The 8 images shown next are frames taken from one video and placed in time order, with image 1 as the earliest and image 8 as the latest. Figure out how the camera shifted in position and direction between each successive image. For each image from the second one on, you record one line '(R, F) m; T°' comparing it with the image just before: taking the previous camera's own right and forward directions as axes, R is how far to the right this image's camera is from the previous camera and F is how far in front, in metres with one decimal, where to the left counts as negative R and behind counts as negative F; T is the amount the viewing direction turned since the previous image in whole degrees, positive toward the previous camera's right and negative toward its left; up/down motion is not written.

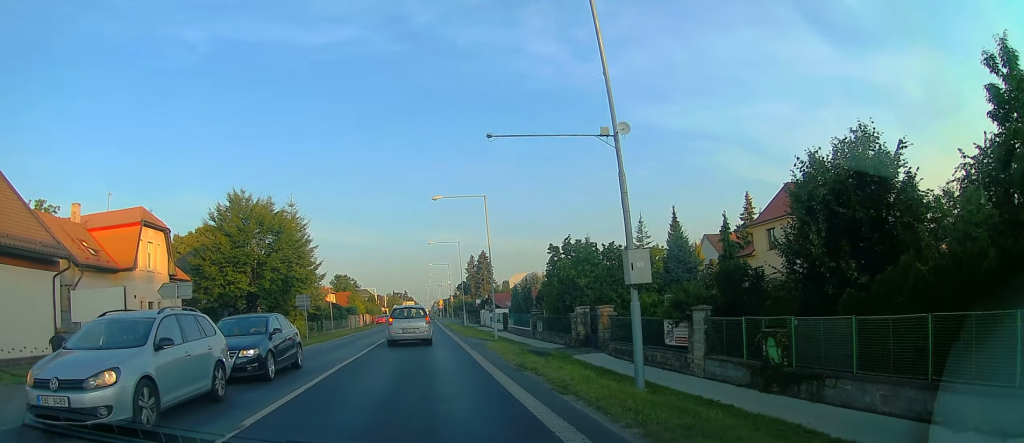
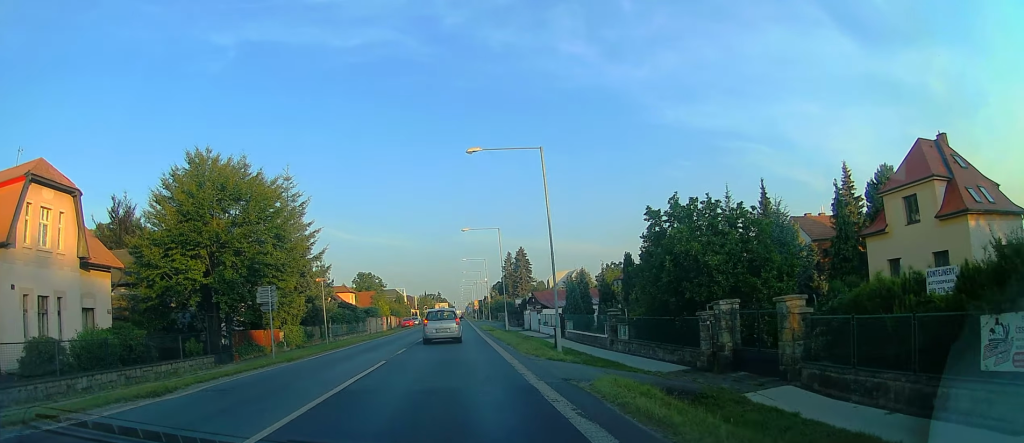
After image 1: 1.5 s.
(0.0, +12.3) m; -6°
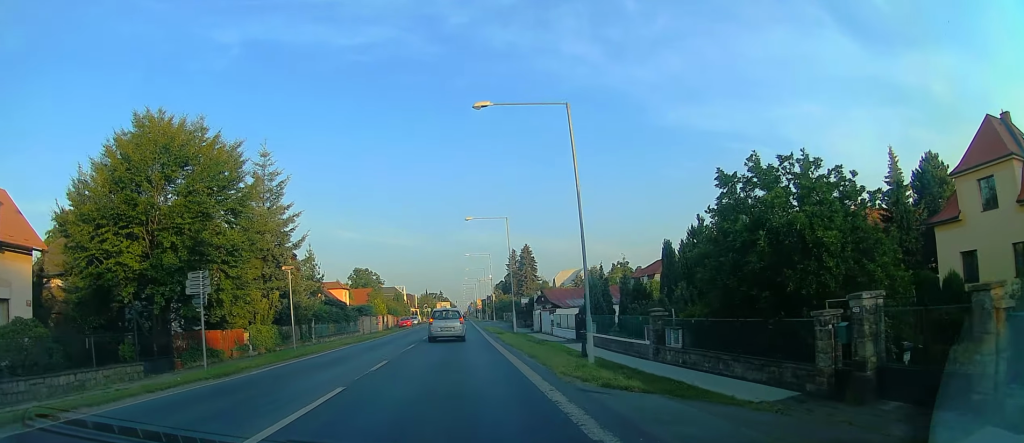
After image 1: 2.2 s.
(-0.2, +5.9) m; -4°
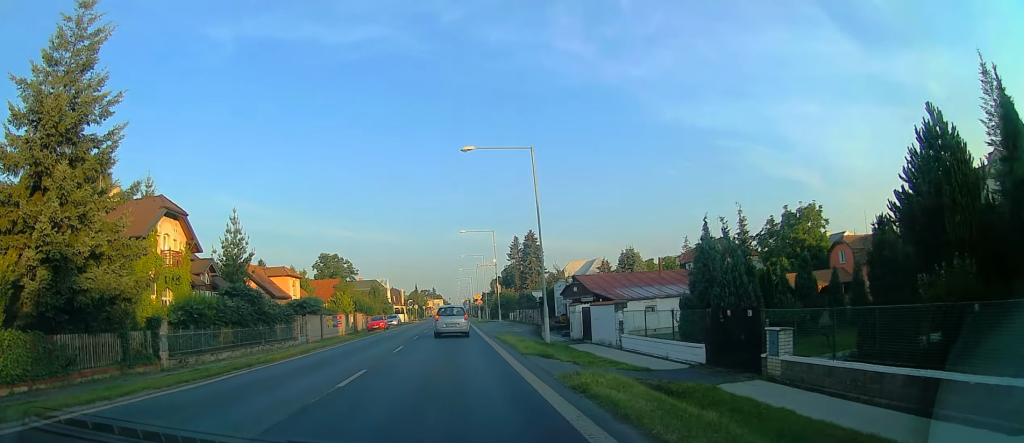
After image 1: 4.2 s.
(+0.3, +19.7) m; +6°
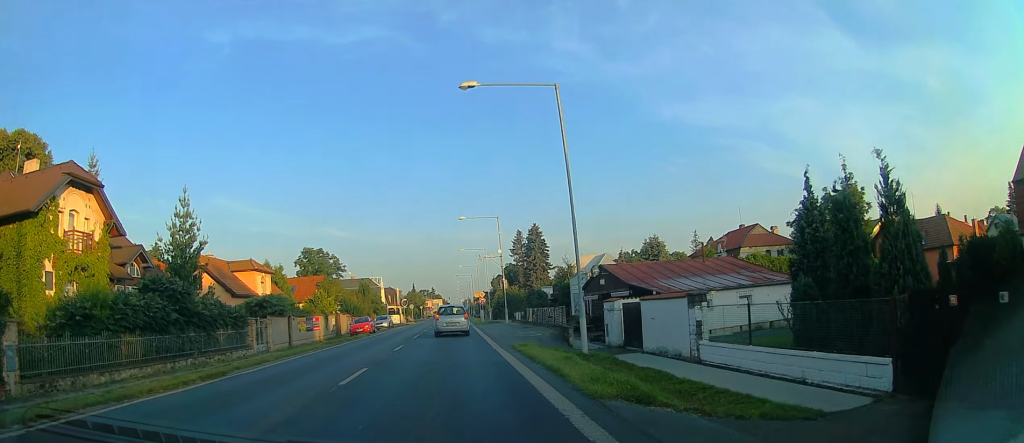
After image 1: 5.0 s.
(0.0, +8.6) m; -1°
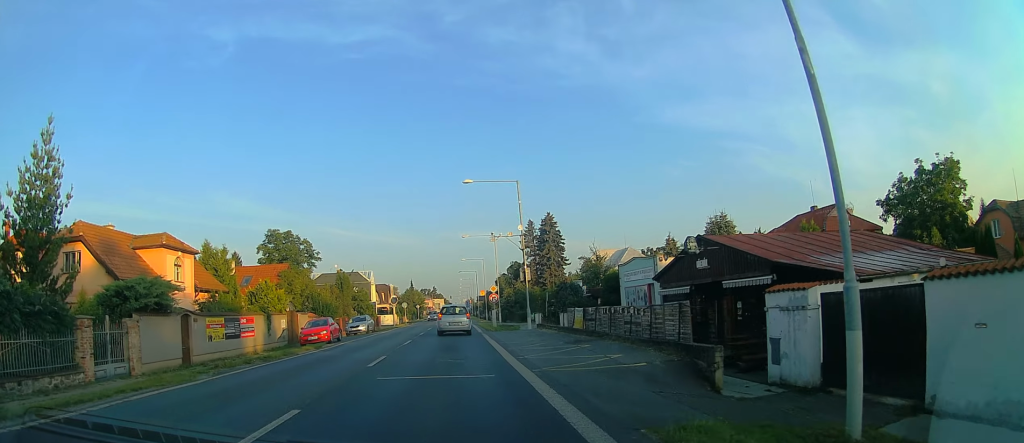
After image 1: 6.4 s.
(-0.1, +15.6) m; +1°
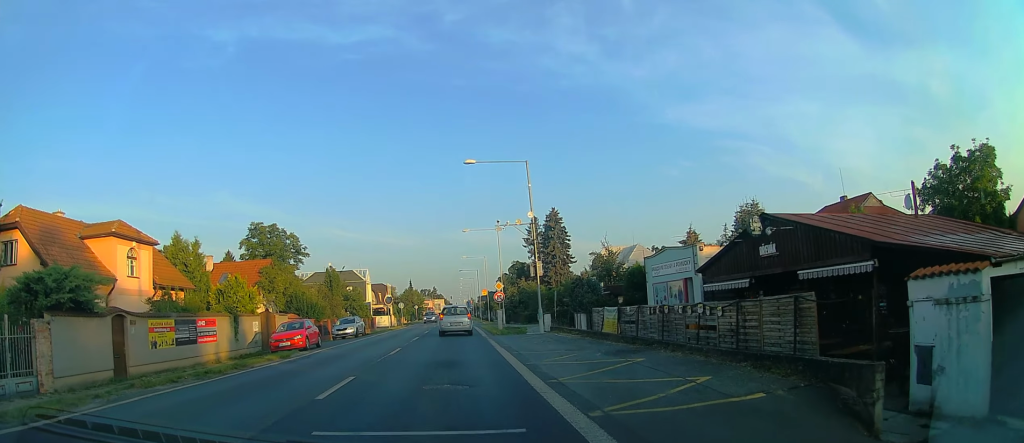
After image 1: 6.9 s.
(+0.1, +5.4) m; +1°
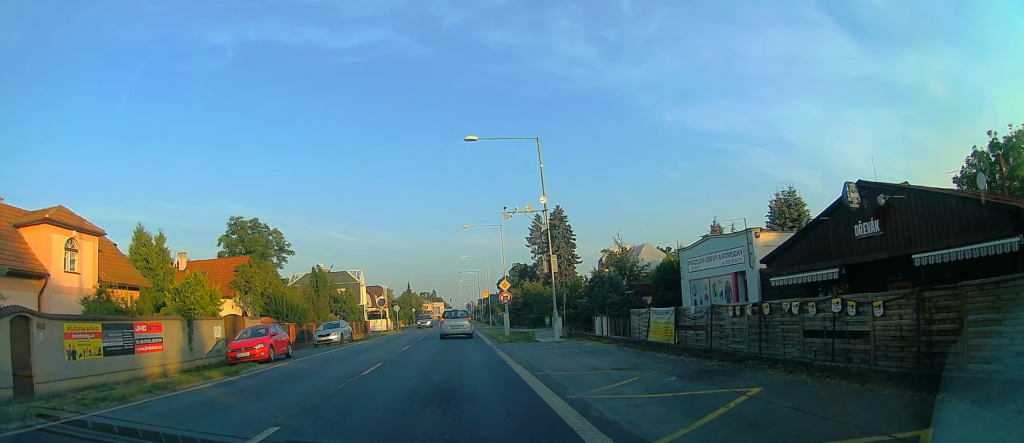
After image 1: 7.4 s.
(0.0, +5.0) m; 0°
